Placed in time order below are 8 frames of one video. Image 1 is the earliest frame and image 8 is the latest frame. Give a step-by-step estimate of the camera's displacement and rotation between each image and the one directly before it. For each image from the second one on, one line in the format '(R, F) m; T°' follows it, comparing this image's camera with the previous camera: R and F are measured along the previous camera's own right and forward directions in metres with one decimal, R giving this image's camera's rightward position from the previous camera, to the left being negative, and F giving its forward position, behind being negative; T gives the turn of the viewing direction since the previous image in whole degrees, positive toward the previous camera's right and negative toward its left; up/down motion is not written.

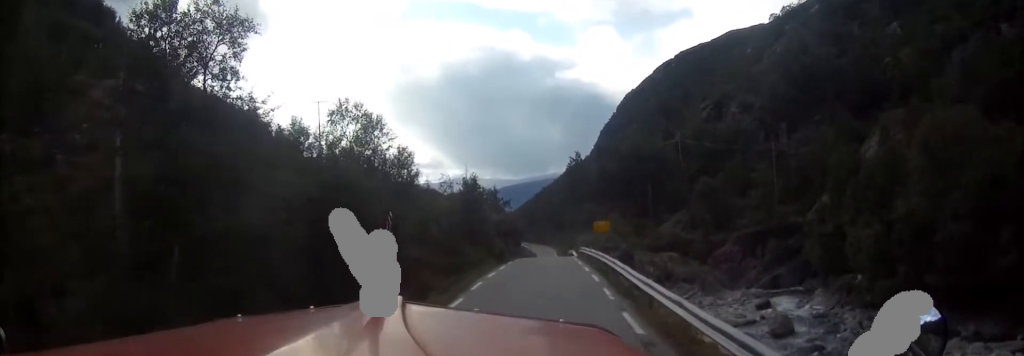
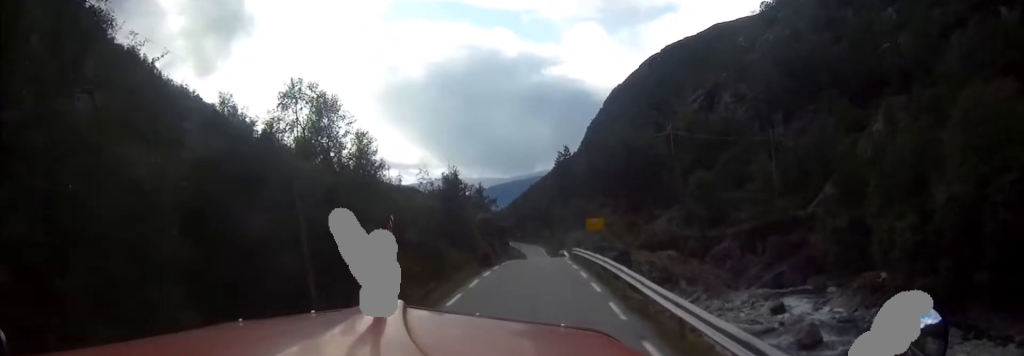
(+0.3, +4.4) m; +6°
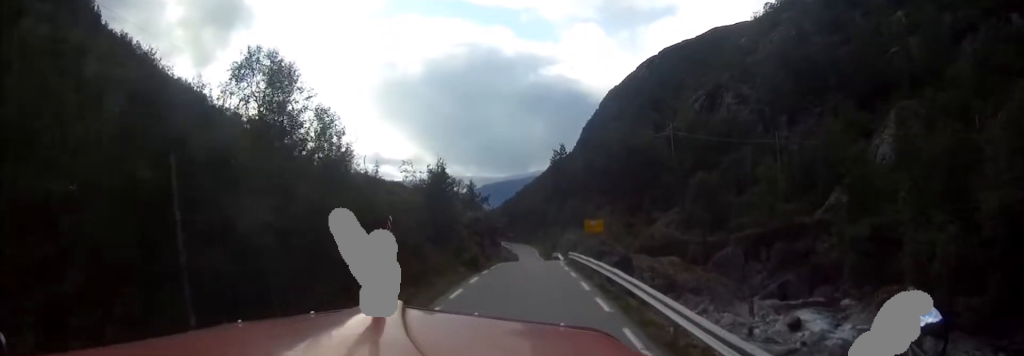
(+0.1, +3.9) m; +1°
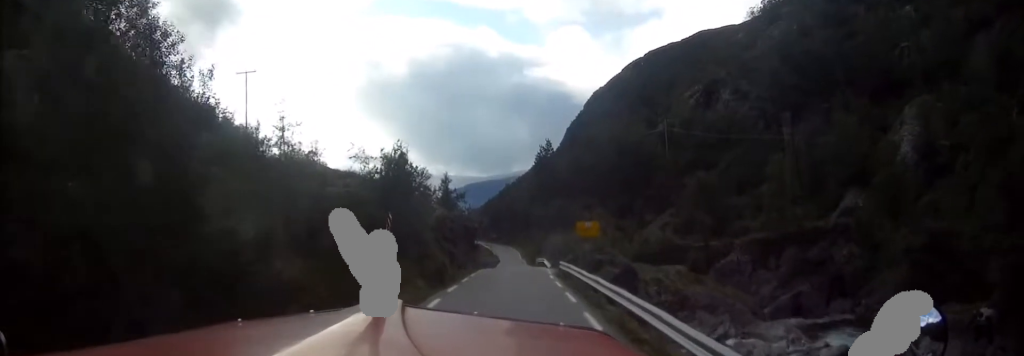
(+0.1, +8.2) m; +1°
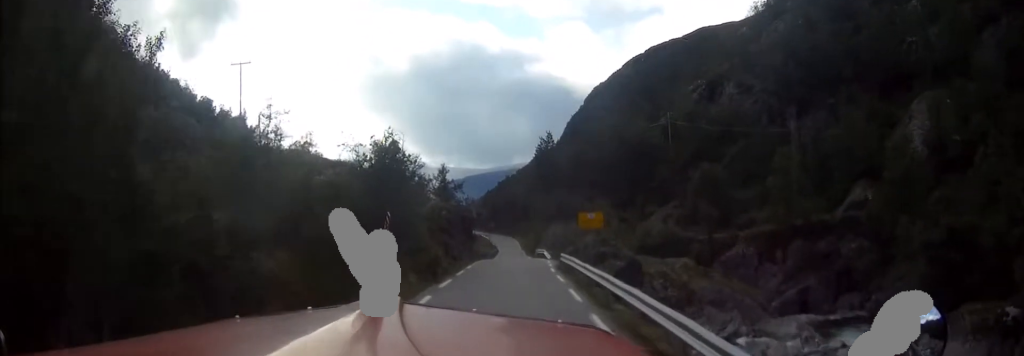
(+0.1, +2.1) m; 0°
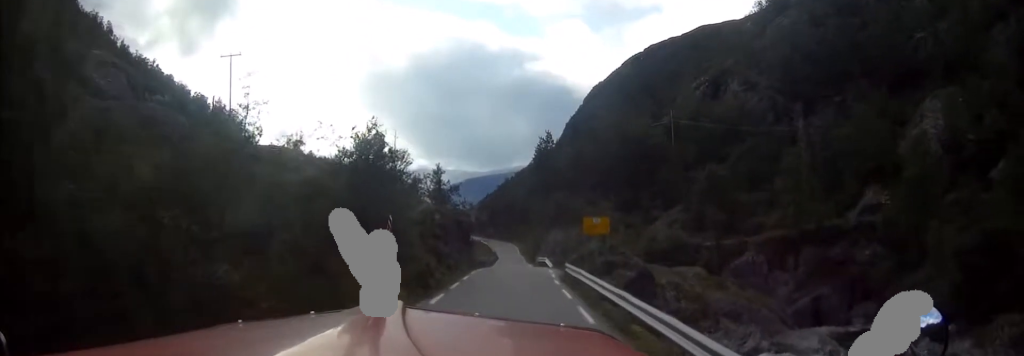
(0.0, +3.1) m; -2°
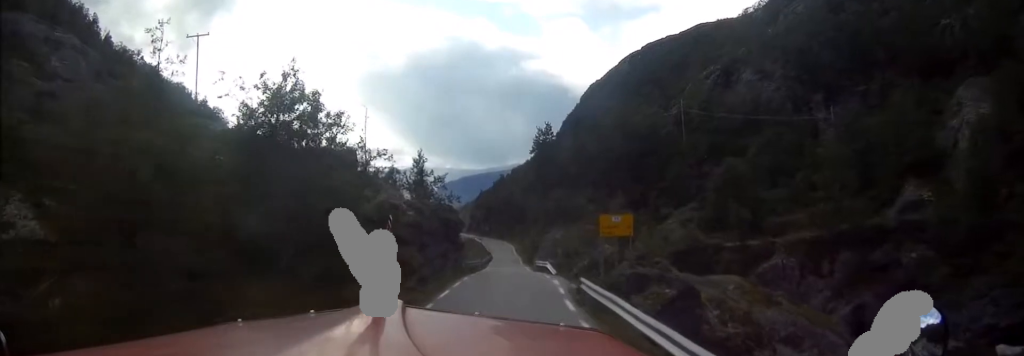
(-0.5, +8.5) m; -5°
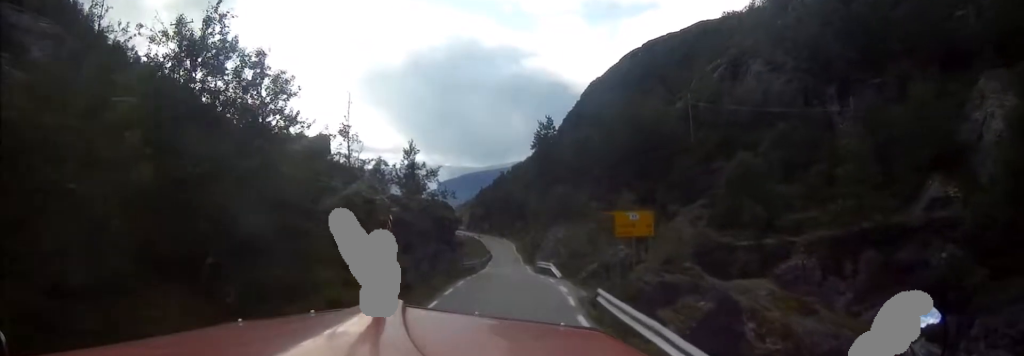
(-0.1, +4.3) m; -1°
